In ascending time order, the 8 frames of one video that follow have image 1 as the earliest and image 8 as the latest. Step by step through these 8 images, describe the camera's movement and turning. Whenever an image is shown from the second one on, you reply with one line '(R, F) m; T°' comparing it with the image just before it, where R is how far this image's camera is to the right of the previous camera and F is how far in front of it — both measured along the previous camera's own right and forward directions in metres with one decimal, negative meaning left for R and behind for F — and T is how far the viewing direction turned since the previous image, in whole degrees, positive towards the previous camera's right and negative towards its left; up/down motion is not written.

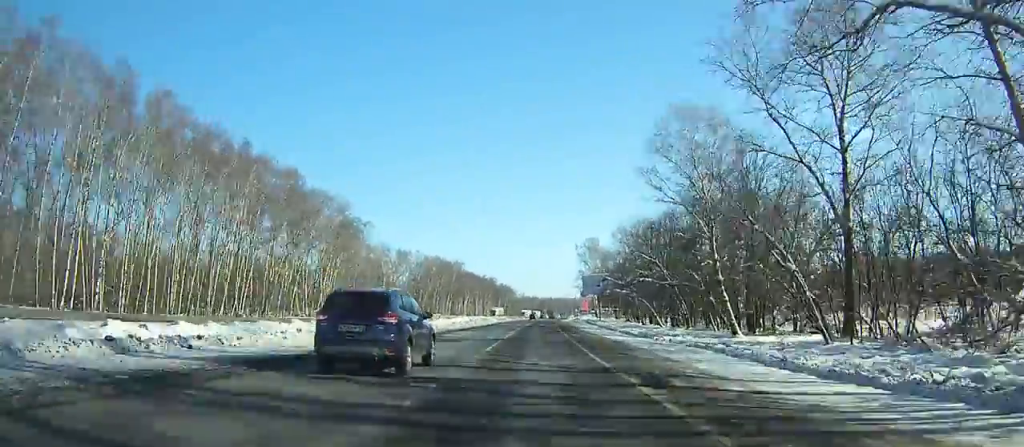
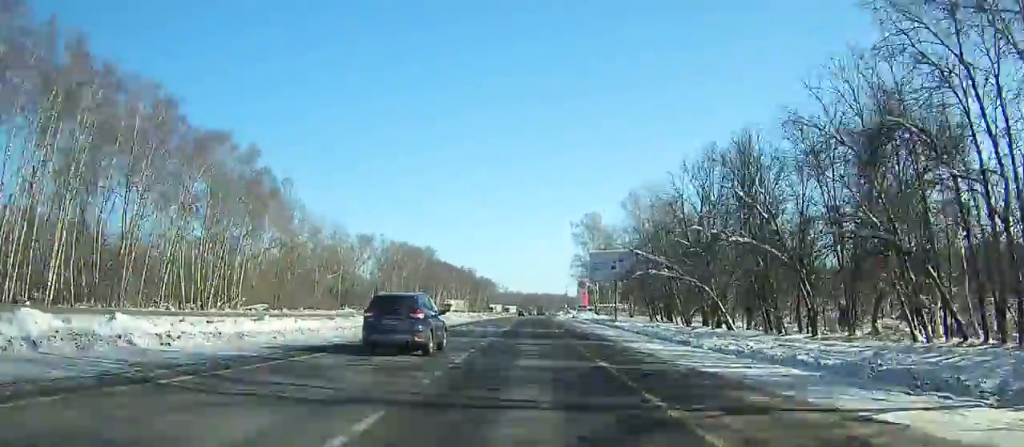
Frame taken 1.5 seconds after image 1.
(0.0, +34.2) m; 0°
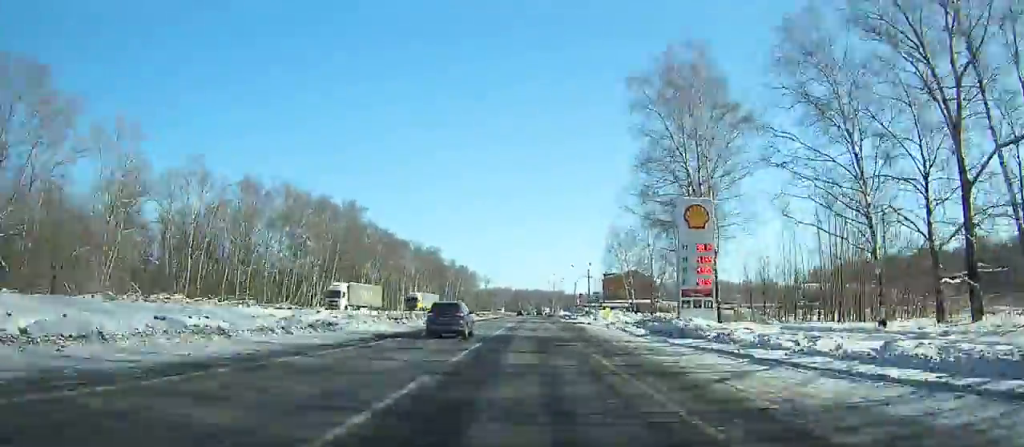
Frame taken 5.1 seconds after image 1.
(0.0, +81.8) m; +1°
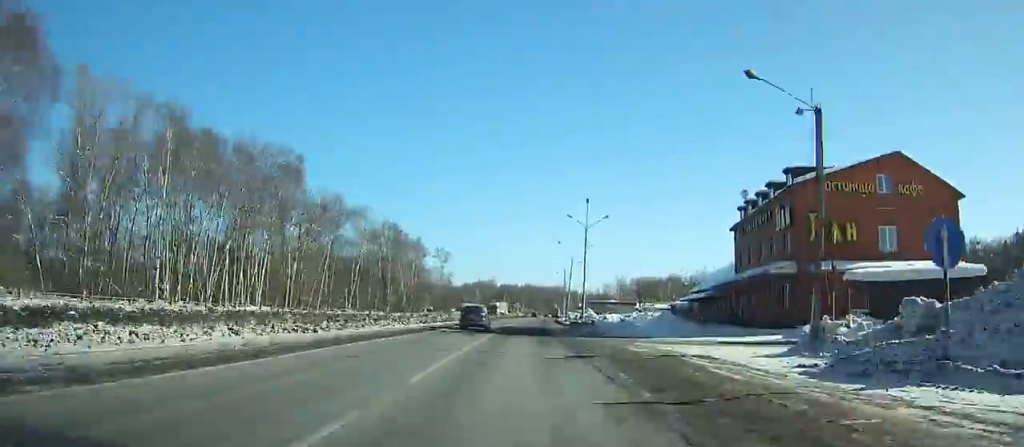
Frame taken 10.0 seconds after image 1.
(+2.1, +109.6) m; +2°
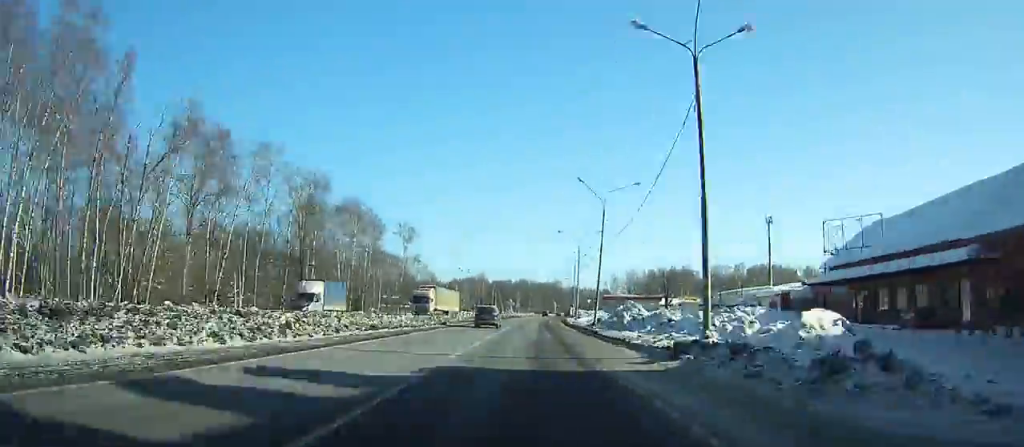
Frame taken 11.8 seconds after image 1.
(+0.1, +39.5) m; +1°
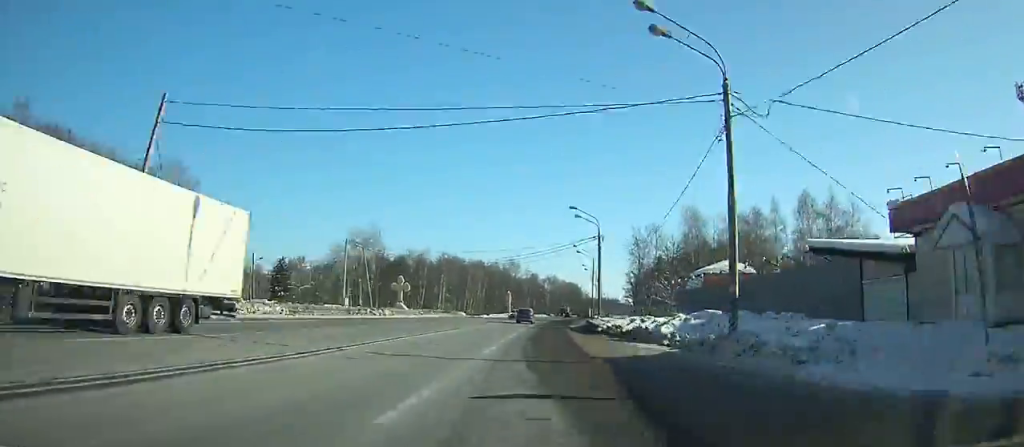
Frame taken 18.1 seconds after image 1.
(+4.0, +136.0) m; +5°
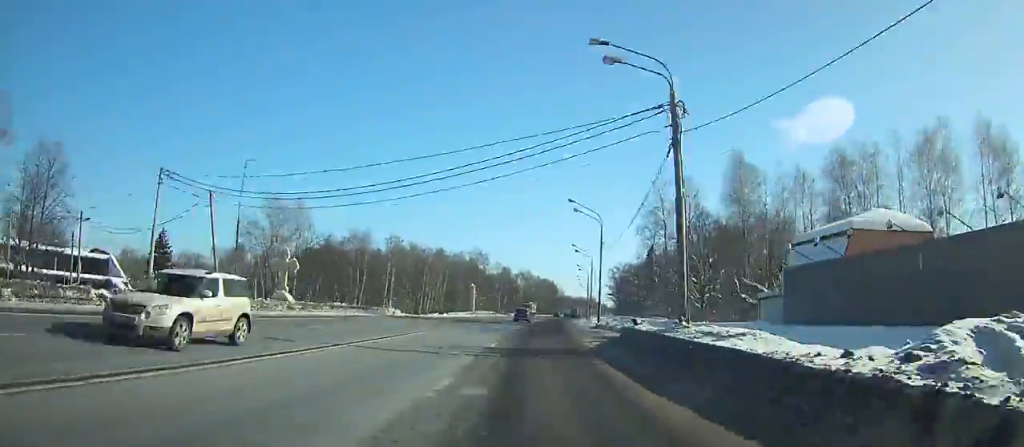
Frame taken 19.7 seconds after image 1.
(+0.5, +34.0) m; +2°
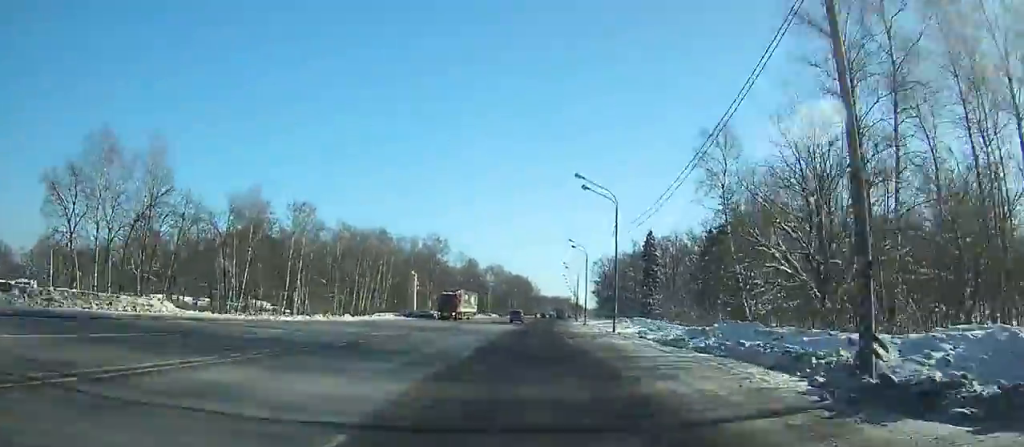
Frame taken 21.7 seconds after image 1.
(+1.0, +42.1) m; +2°
